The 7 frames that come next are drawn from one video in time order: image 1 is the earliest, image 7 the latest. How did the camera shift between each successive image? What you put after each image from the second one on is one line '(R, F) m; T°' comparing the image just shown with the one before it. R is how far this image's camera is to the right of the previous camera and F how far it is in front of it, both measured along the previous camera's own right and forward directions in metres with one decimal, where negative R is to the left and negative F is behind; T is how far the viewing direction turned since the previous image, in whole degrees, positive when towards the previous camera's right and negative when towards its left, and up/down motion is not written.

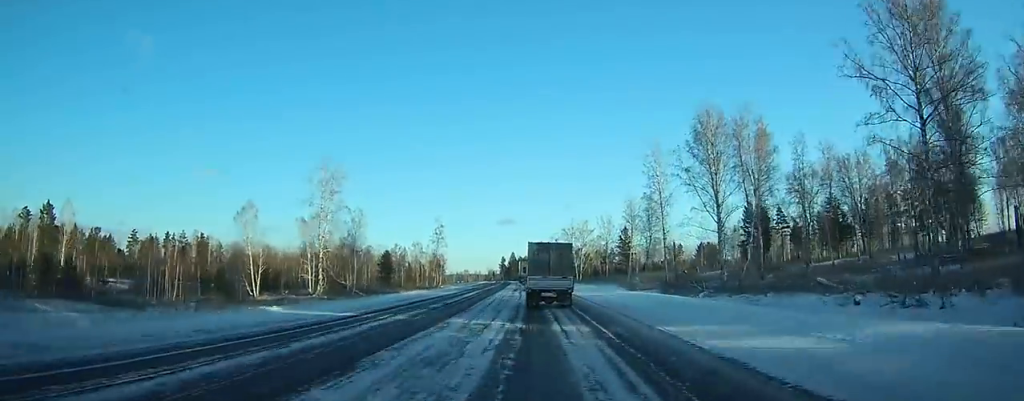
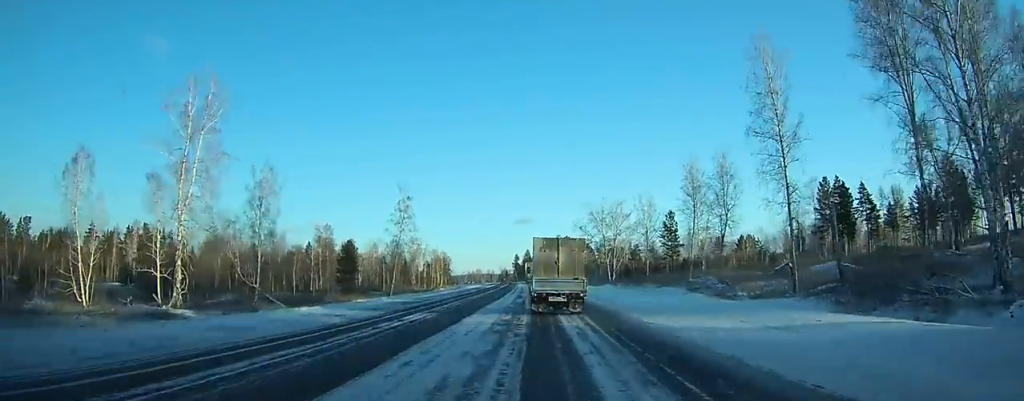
(-0.6, +46.1) m; -2°
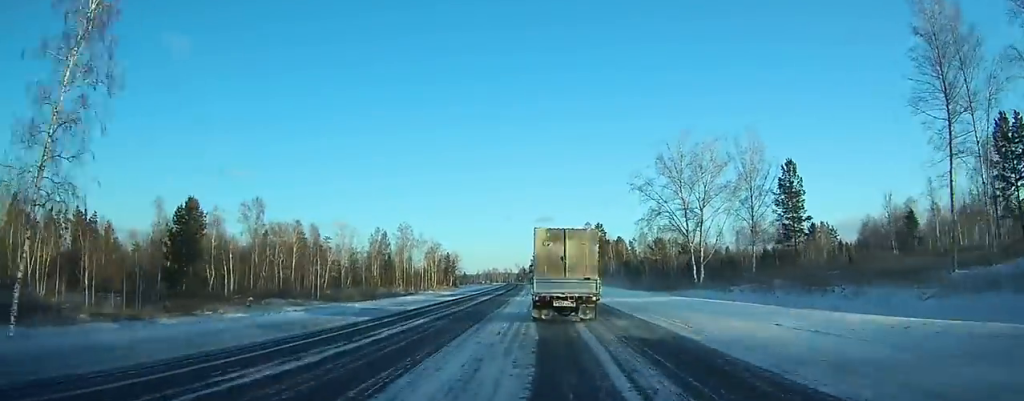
(-1.5, +63.7) m; -2°
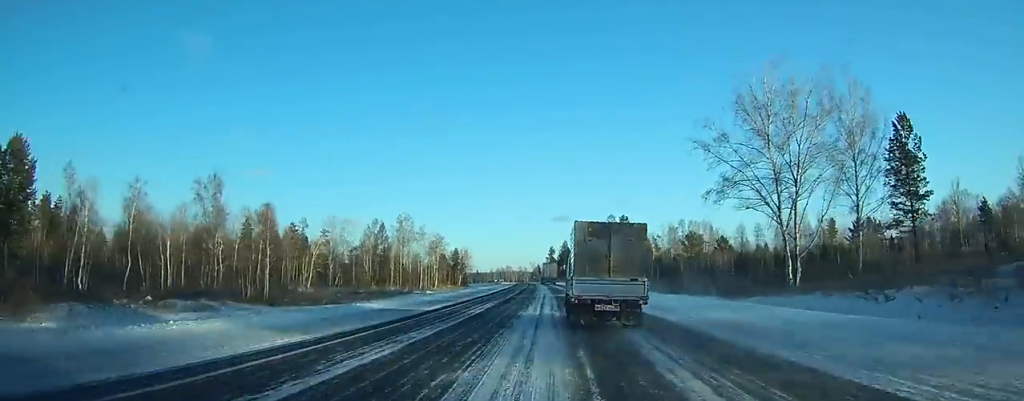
(-0.1, +26.2) m; -1°
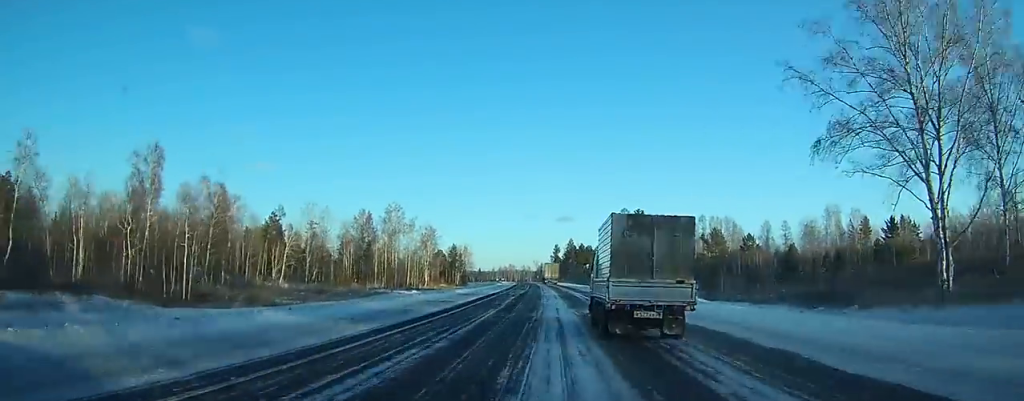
(-0.2, +21.1) m; 0°
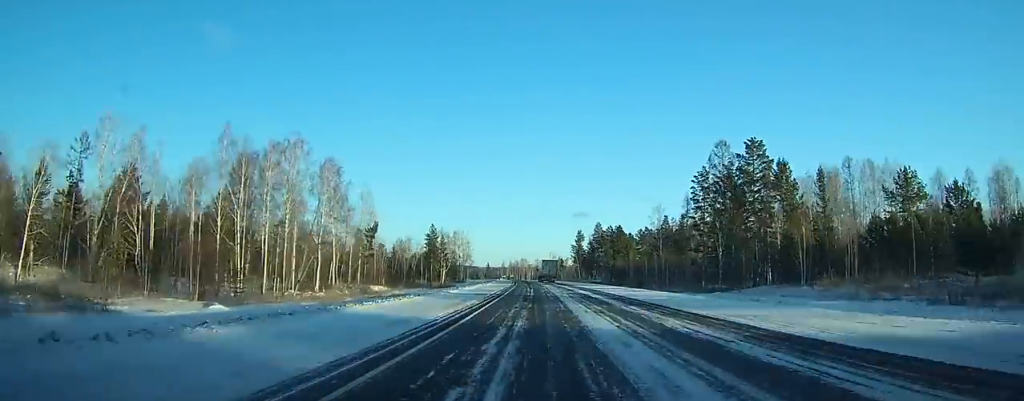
(-1.5, +83.0) m; -2°
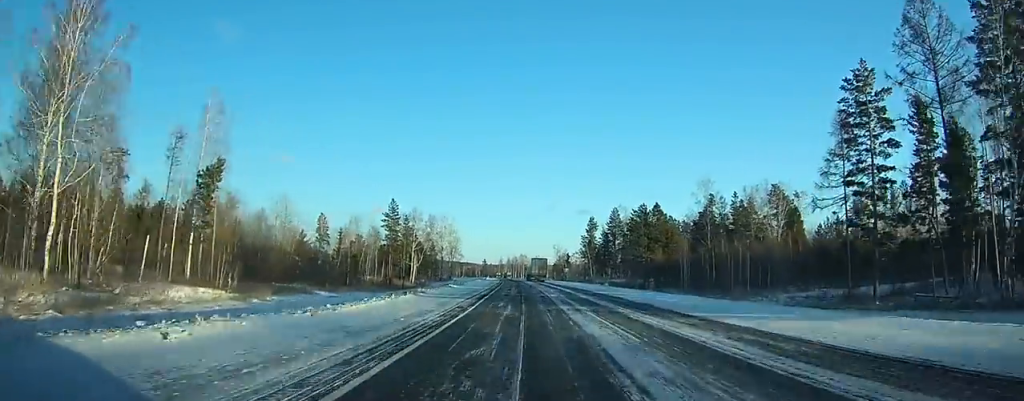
(-0.5, +52.2) m; -1°
